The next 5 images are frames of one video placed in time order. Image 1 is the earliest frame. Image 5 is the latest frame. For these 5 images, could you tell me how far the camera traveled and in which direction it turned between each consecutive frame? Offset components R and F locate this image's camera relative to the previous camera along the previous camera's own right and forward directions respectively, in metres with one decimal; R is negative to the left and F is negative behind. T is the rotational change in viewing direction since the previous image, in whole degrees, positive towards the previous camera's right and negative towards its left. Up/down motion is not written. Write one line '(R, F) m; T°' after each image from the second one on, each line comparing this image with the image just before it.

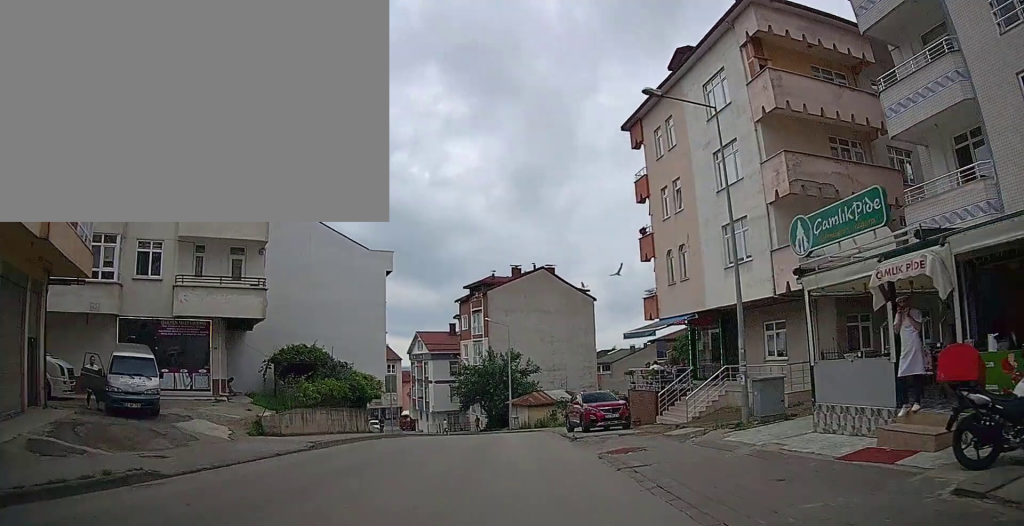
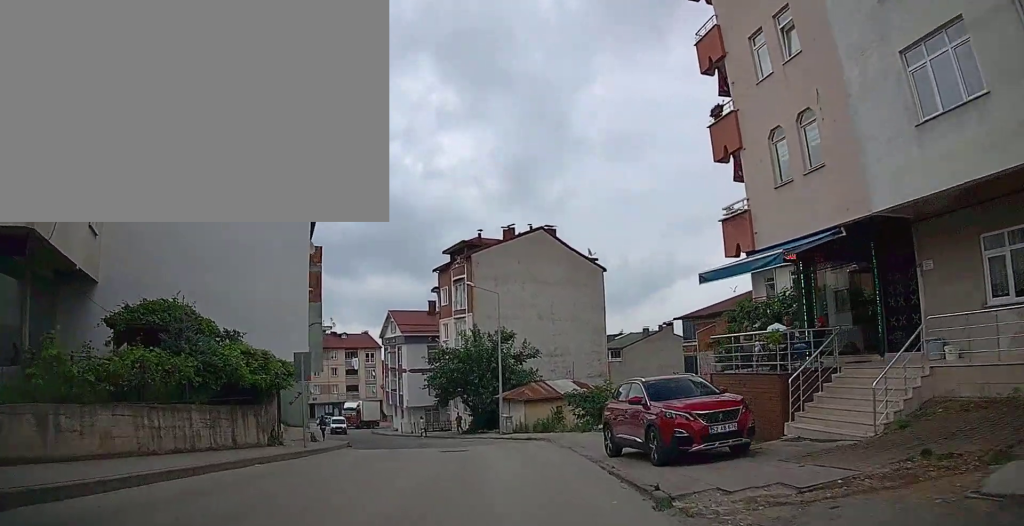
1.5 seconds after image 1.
(+0.3, +11.2) m; 0°
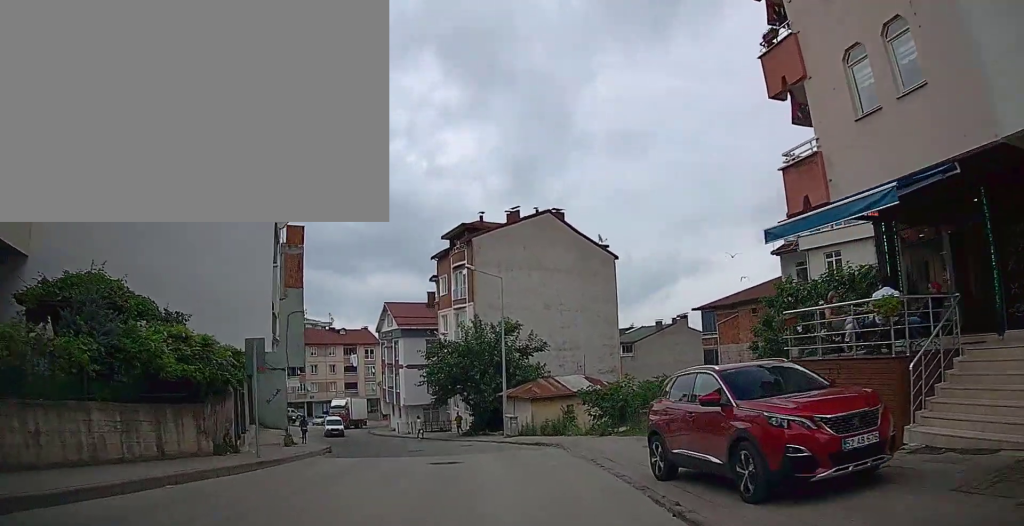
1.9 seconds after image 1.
(-0.1, +3.6) m; -1°
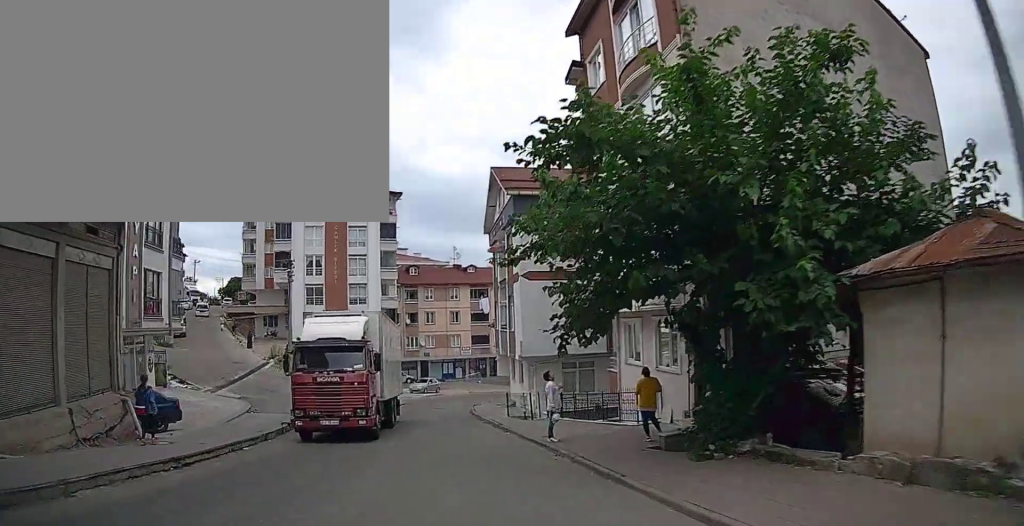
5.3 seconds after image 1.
(-2.4, +25.1) m; -17°
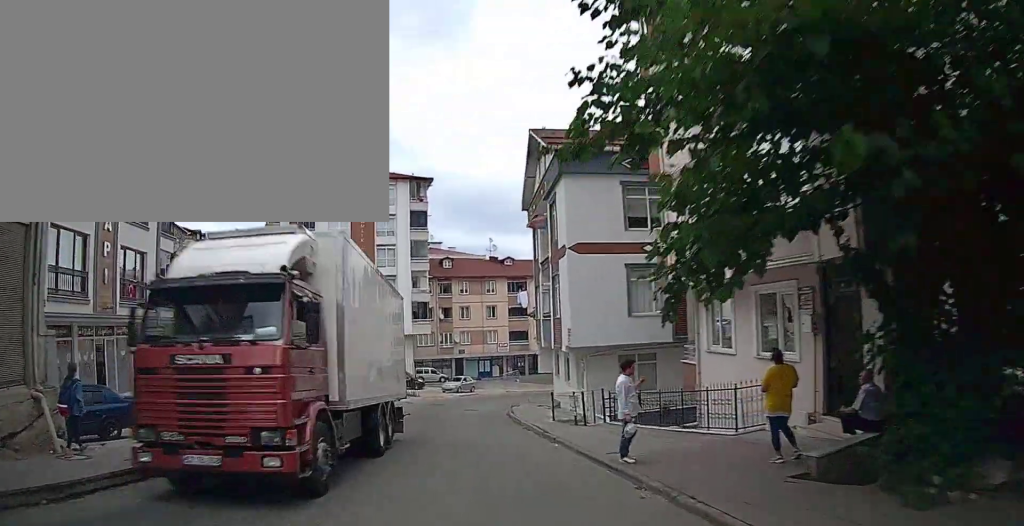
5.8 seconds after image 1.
(-0.1, +4.2) m; -4°
